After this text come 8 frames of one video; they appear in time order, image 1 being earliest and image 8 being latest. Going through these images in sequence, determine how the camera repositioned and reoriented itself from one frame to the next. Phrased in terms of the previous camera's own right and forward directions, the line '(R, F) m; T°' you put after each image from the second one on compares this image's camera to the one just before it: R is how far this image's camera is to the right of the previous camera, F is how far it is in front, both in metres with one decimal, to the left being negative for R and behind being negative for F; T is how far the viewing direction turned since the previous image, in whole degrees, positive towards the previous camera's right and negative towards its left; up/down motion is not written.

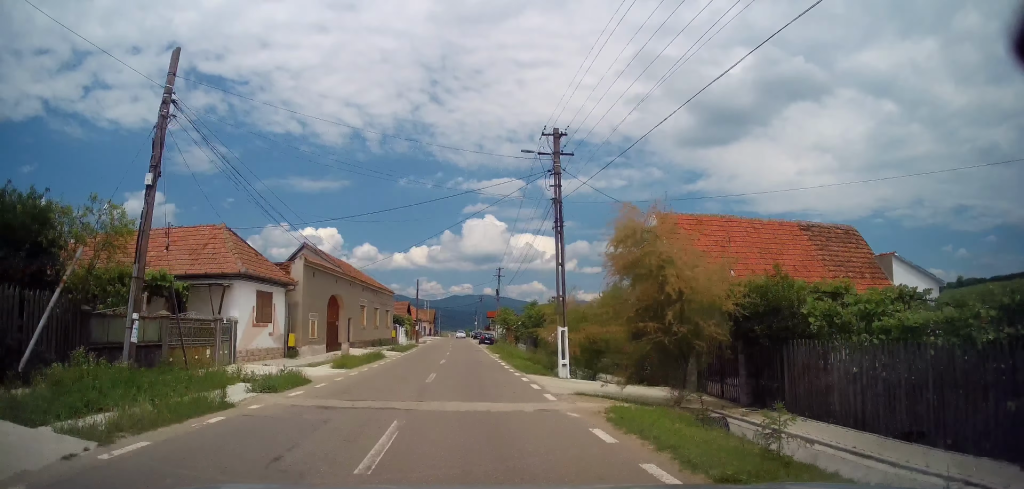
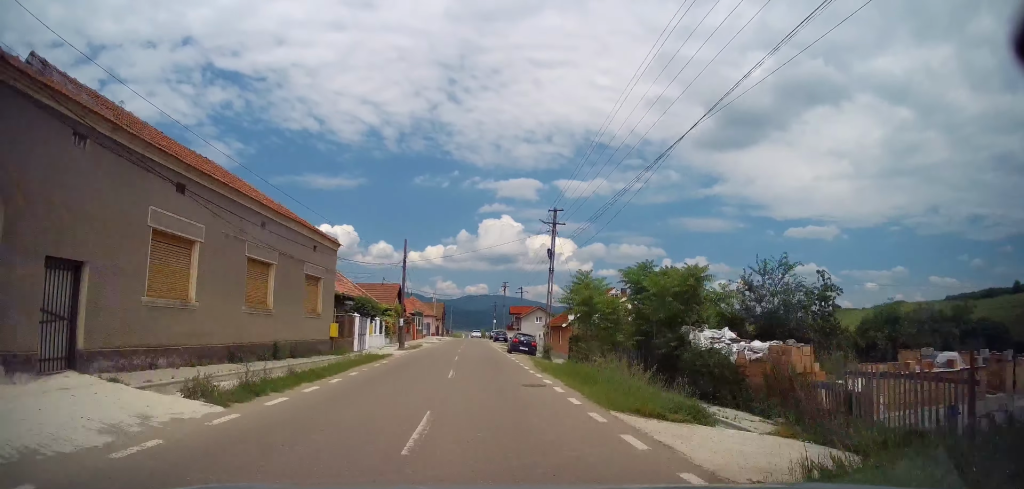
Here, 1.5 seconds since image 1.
(-0.5, +26.5) m; -1°
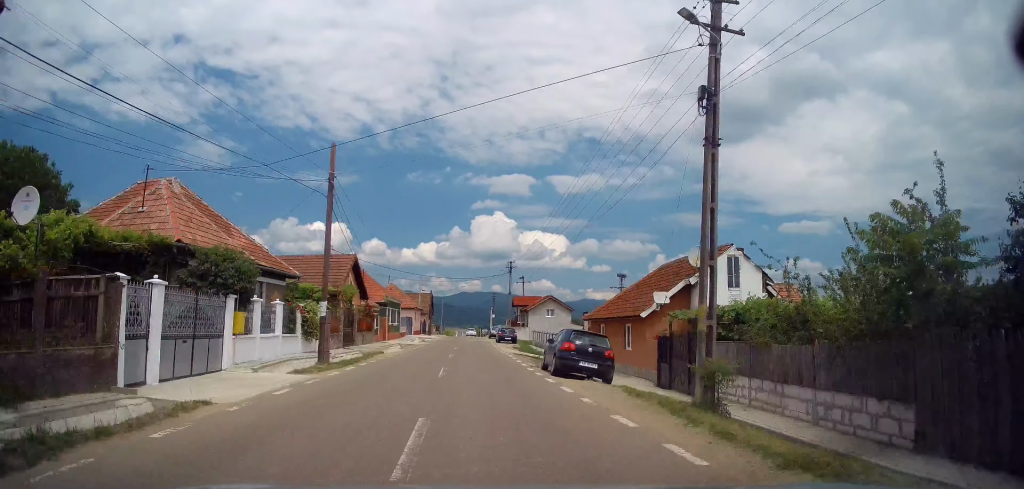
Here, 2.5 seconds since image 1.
(0.0, +19.0) m; 0°
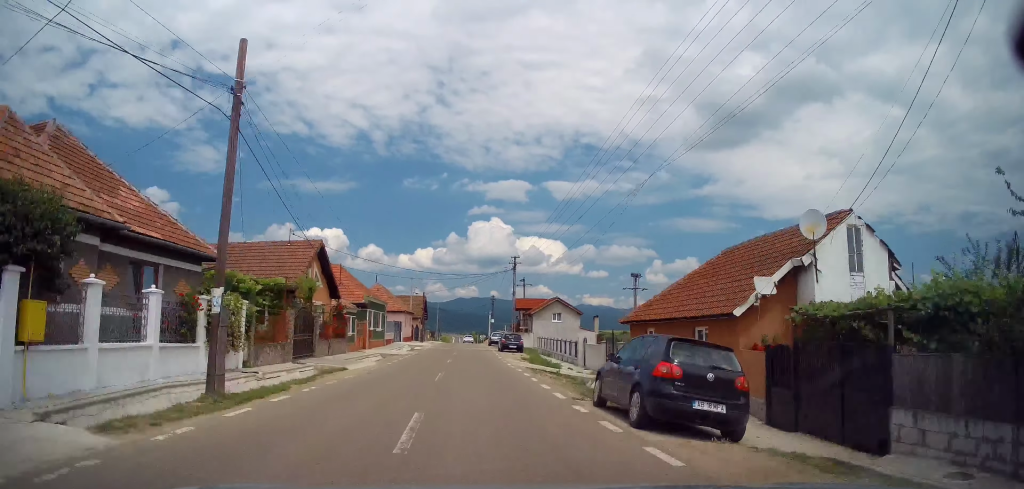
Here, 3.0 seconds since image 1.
(0.0, +7.9) m; 0°
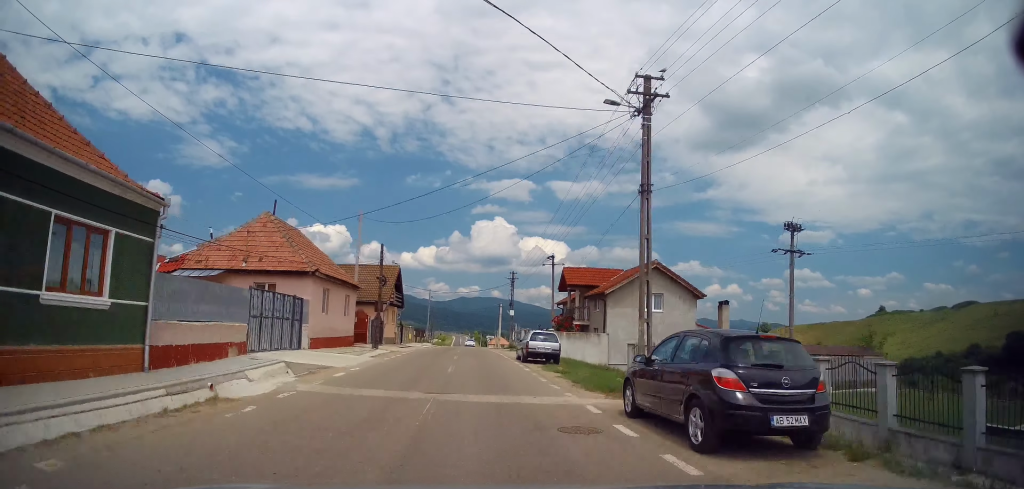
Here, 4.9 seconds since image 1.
(+0.7, +34.5) m; +1°
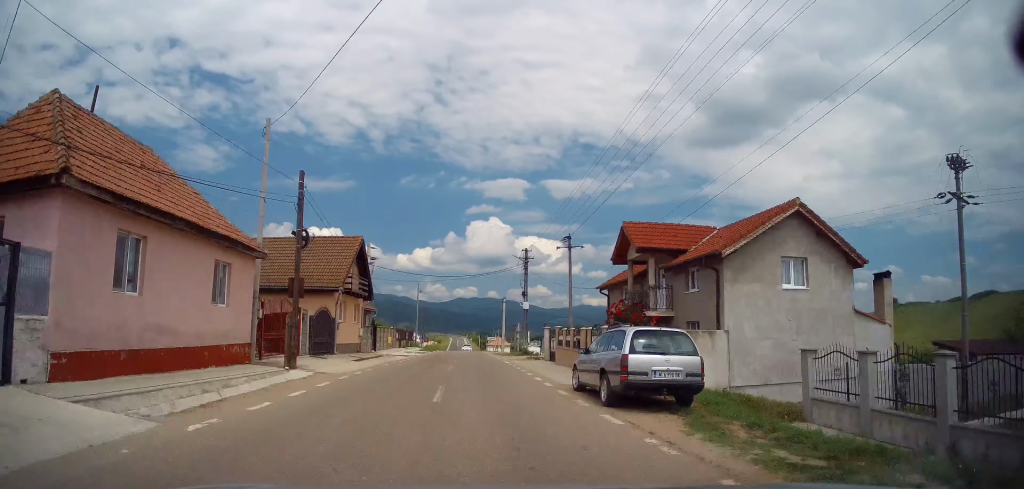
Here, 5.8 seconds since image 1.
(-0.3, +15.4) m; -1°
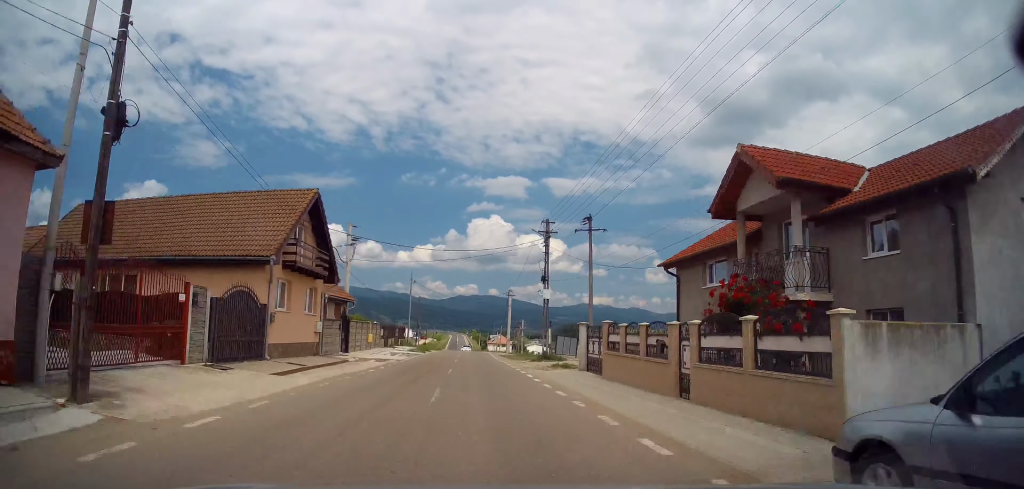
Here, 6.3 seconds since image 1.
(-0.1, +9.5) m; 0°
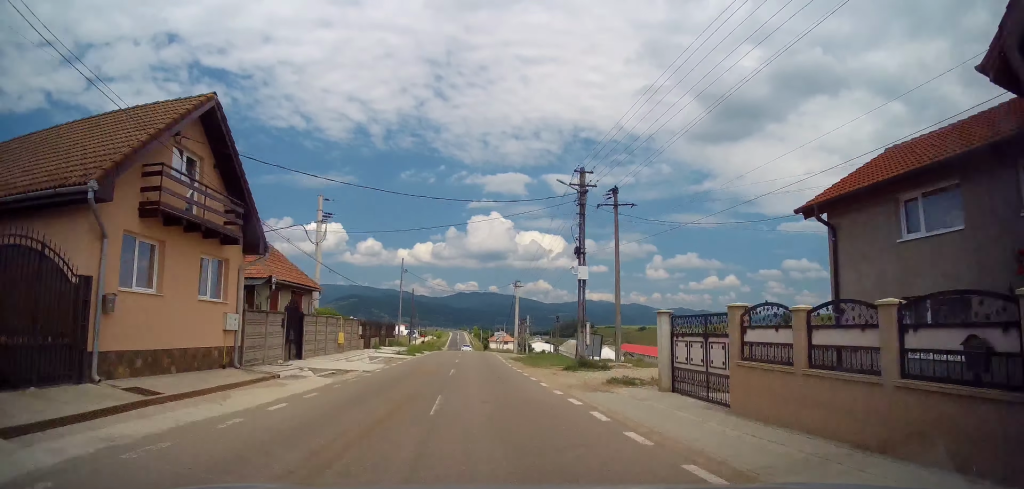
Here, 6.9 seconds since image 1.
(-0.1, +9.6) m; +1°
